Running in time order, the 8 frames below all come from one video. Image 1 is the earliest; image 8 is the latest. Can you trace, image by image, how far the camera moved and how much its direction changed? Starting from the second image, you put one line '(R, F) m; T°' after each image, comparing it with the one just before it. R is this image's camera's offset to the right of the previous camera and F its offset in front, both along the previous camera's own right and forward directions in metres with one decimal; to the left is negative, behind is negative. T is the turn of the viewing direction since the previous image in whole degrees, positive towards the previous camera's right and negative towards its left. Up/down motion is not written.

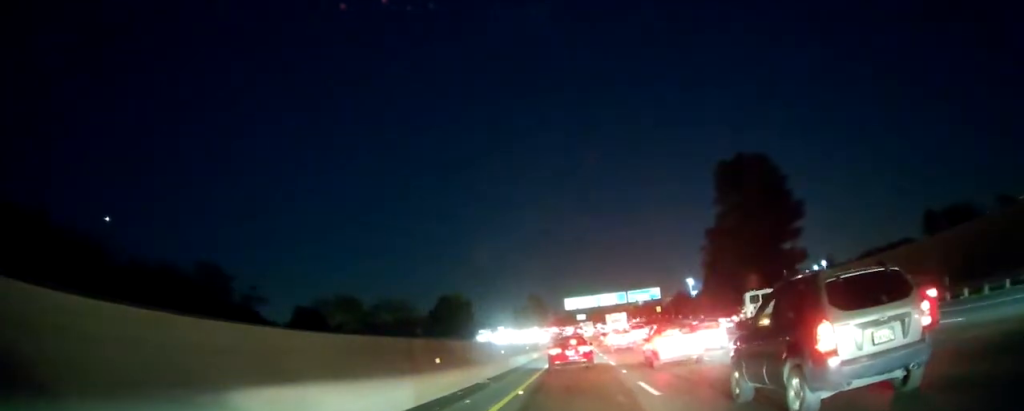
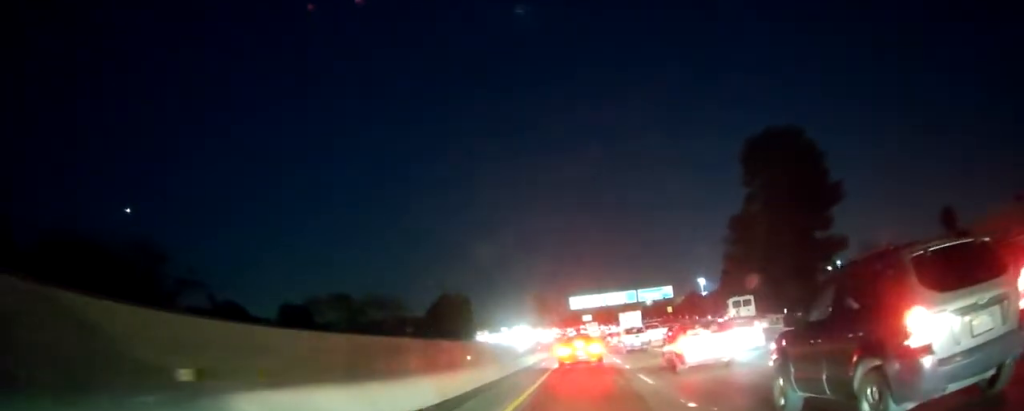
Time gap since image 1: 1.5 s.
(+0.3, +10.9) m; -1°
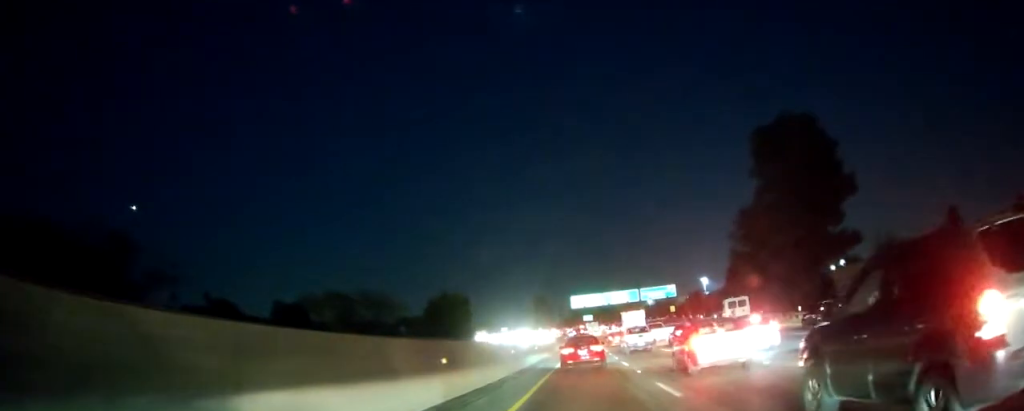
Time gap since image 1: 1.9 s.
(-0.1, +3.5) m; -1°
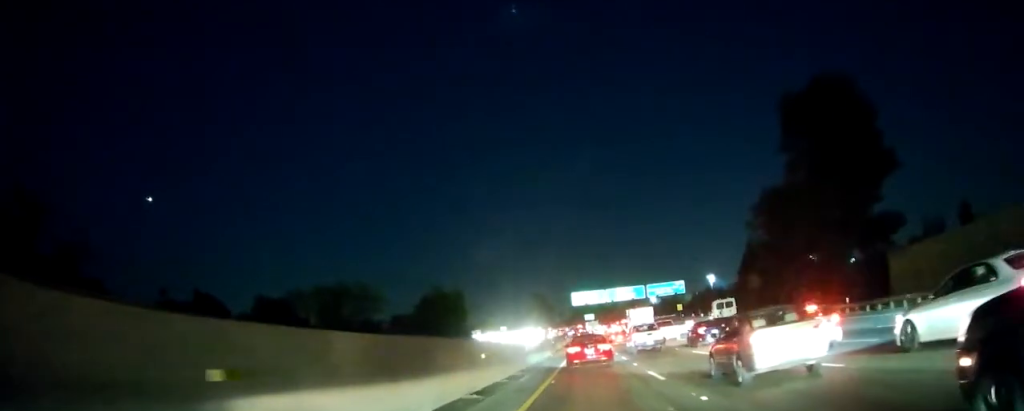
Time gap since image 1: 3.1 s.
(-0.2, +10.0) m; 0°
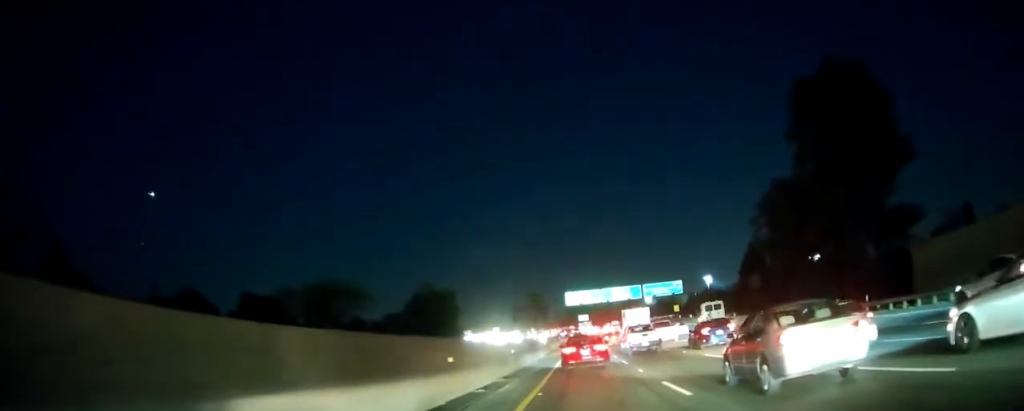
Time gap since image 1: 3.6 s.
(0.0, +4.6) m; +1°
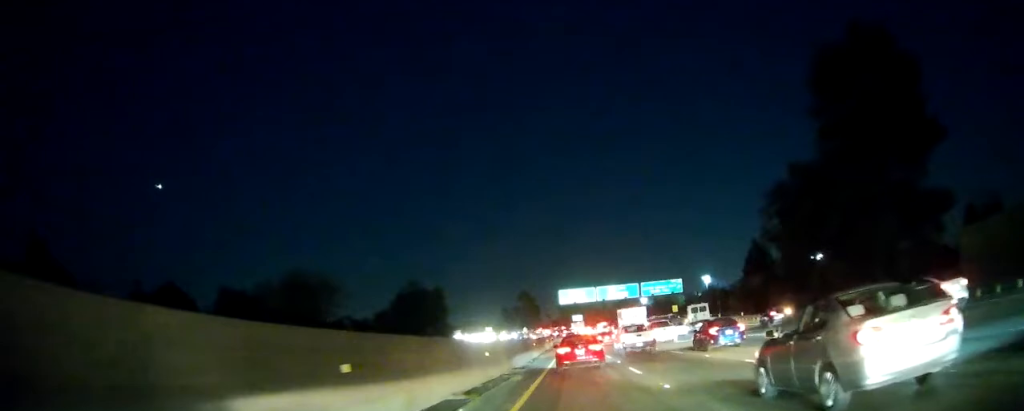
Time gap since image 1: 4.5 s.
(0.0, +7.3) m; 0°
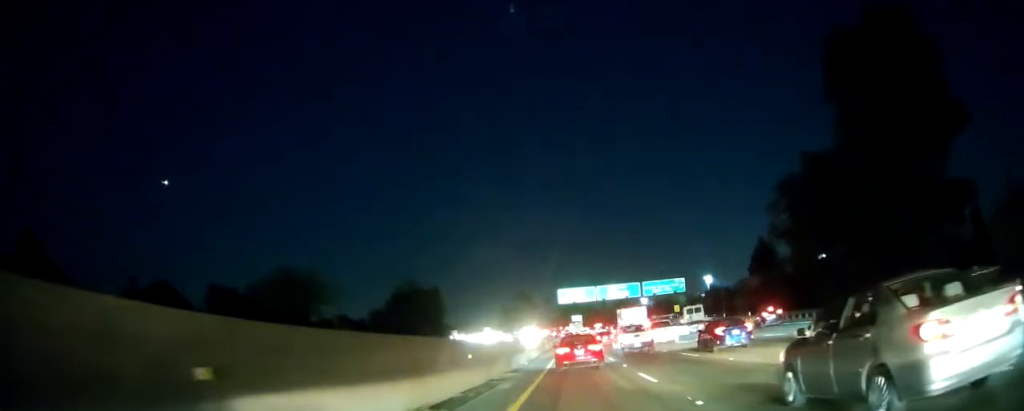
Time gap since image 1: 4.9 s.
(0.0, +3.7) m; +1°
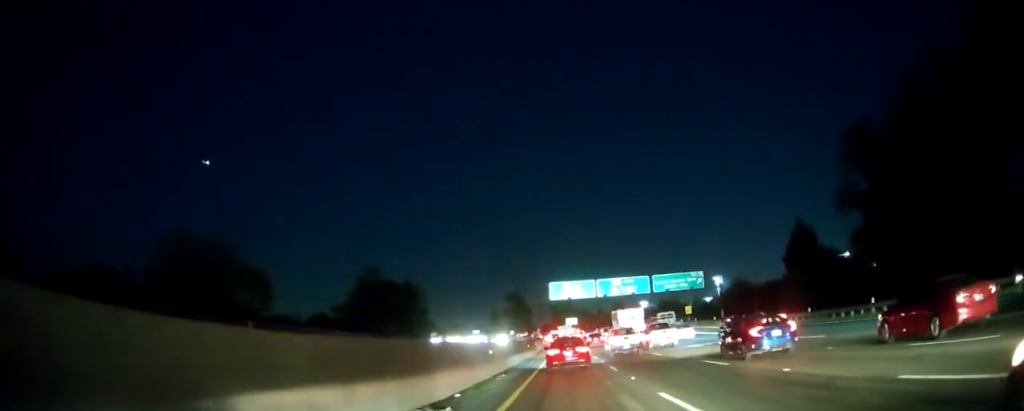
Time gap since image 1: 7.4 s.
(+0.4, +21.3) m; -1°
